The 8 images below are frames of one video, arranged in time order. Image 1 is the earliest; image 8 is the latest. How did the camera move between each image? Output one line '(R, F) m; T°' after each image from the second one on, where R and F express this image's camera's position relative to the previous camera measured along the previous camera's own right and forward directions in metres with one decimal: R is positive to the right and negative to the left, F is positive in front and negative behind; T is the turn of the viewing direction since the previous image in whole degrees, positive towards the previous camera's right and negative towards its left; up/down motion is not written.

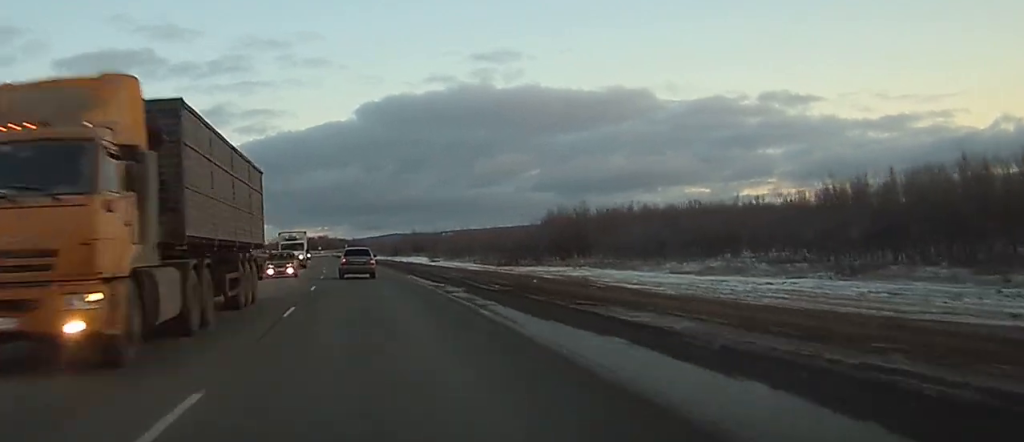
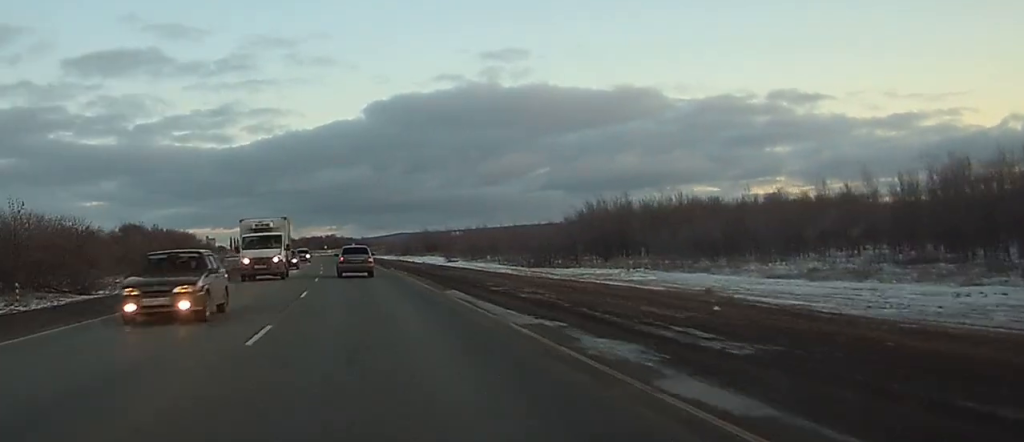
(0.0, +17.2) m; 0°
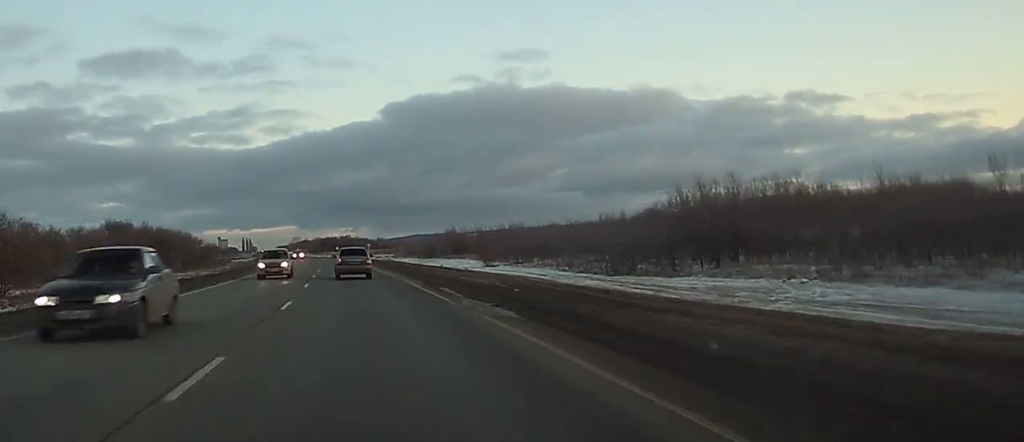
(-0.3, +29.0) m; -1°
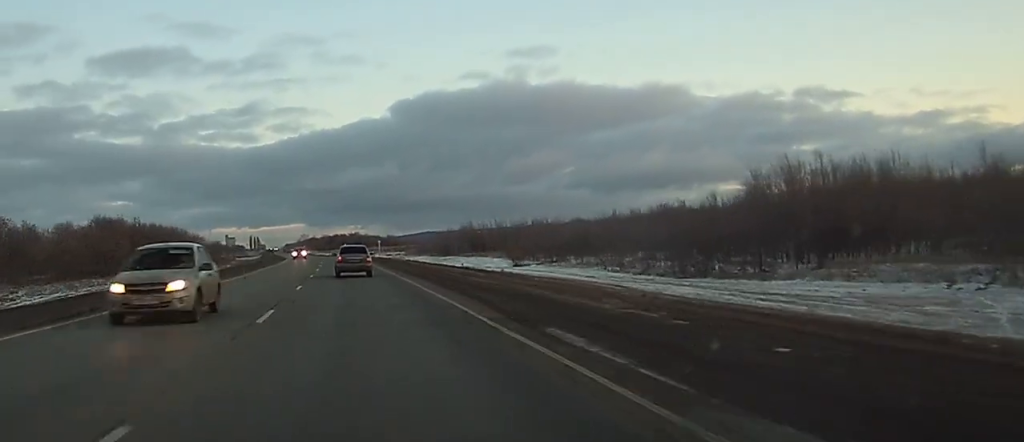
(0.0, +16.1) m; -1°
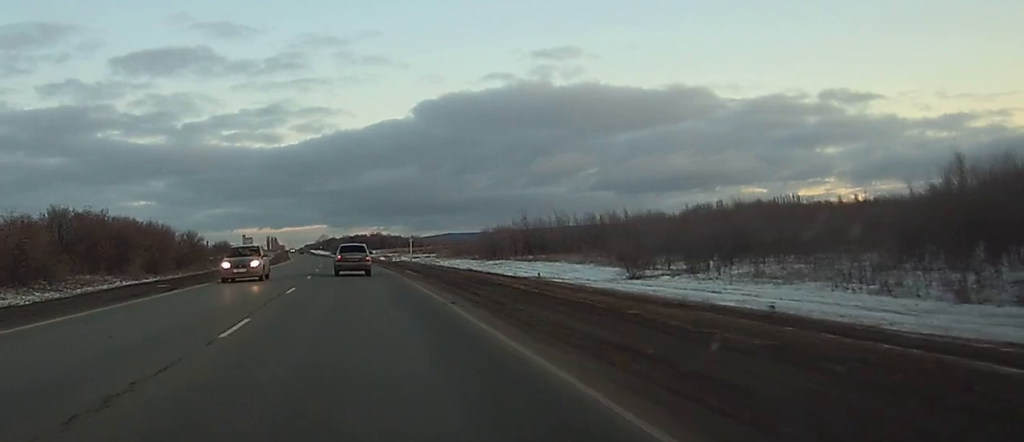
(-0.7, +39.3) m; -2°
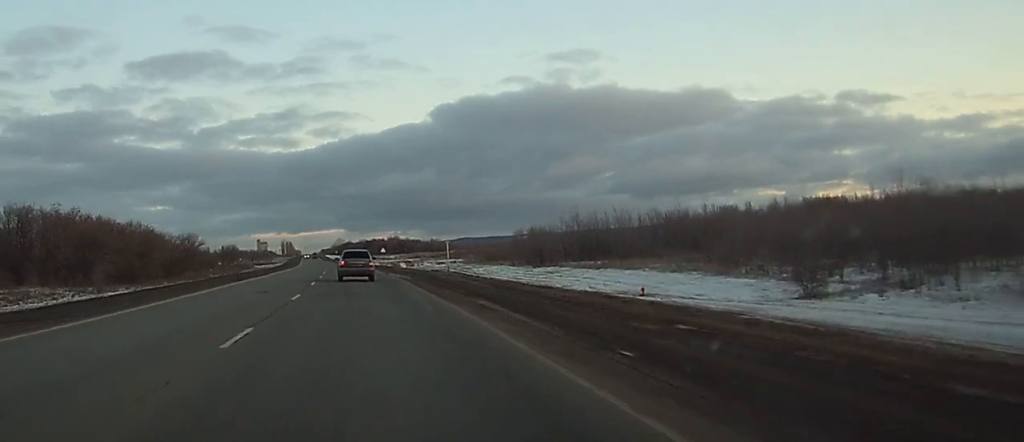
(-0.3, +25.0) m; -1°
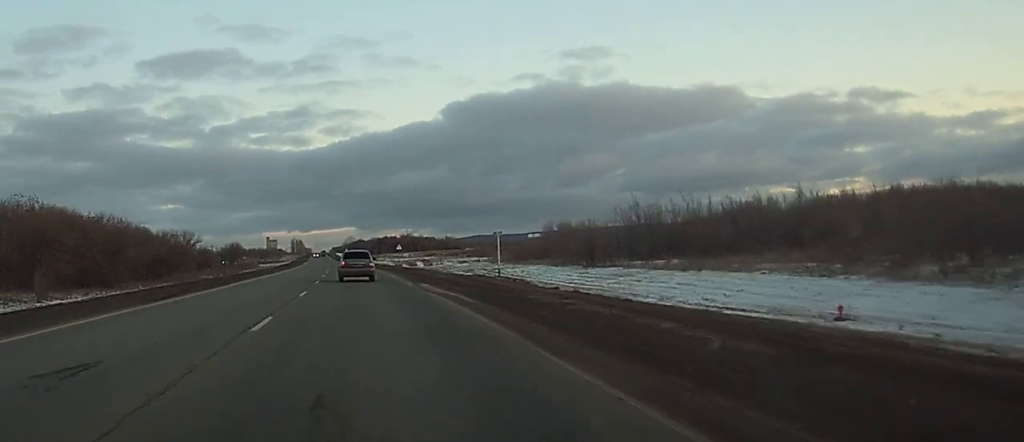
(-0.1, +21.6) m; 0°
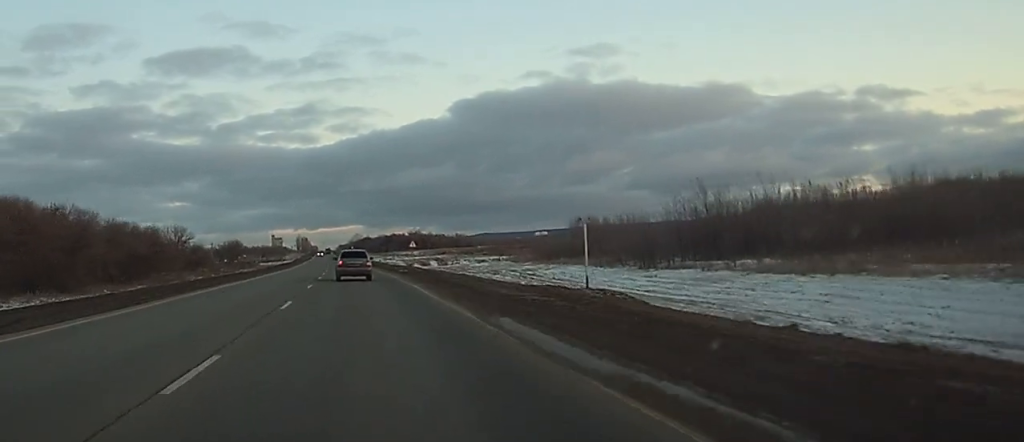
(0.0, +18.3) m; 0°
